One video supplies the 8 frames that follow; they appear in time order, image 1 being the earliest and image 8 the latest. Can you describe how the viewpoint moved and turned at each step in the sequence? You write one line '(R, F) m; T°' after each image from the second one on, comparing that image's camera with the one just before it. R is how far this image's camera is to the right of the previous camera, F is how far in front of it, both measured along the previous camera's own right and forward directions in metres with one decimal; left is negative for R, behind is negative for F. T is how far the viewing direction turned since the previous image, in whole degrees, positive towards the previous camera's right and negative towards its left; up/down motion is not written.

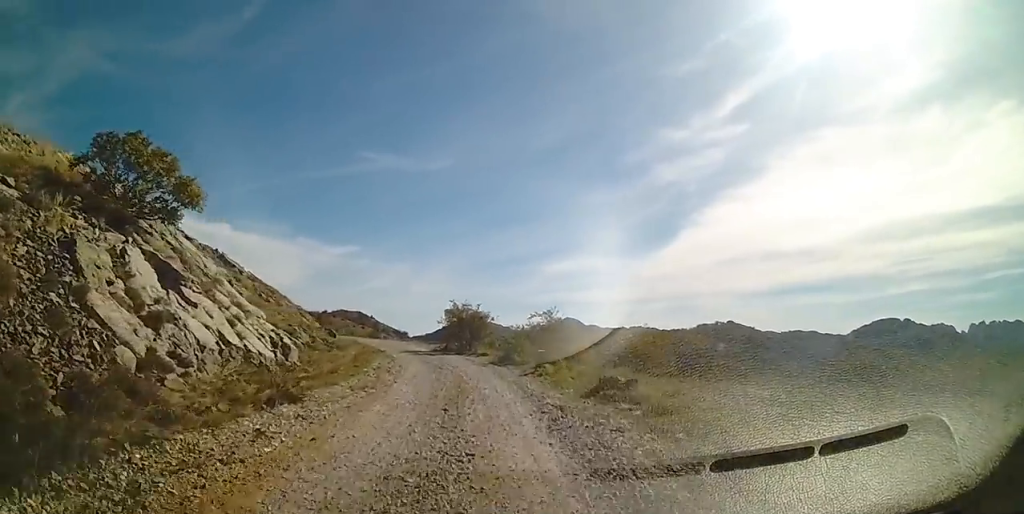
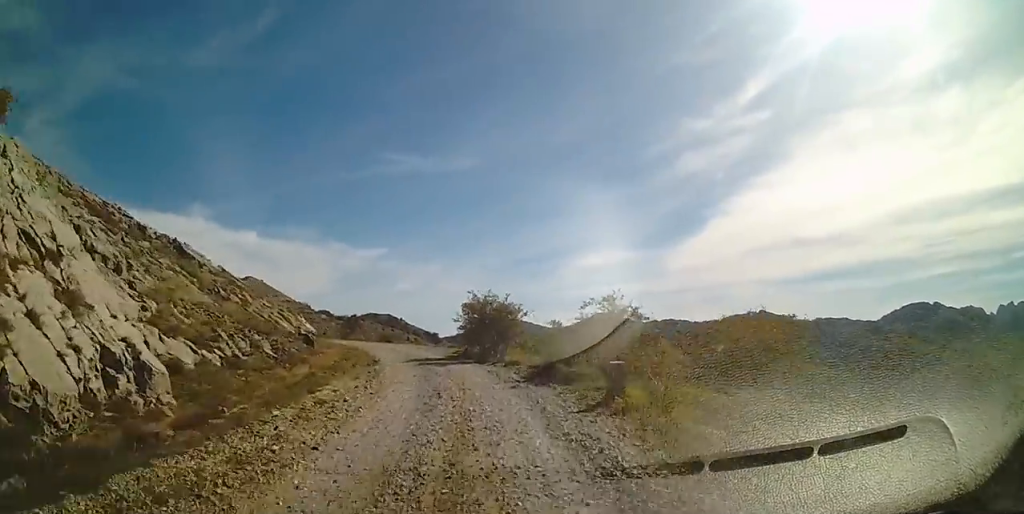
(-0.5, +7.3) m; -5°
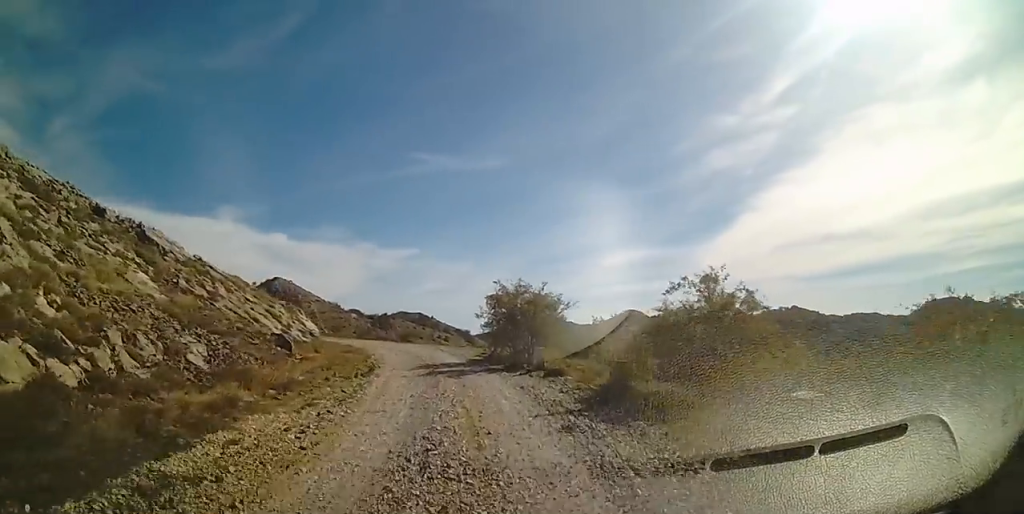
(+0.1, +5.2) m; -3°
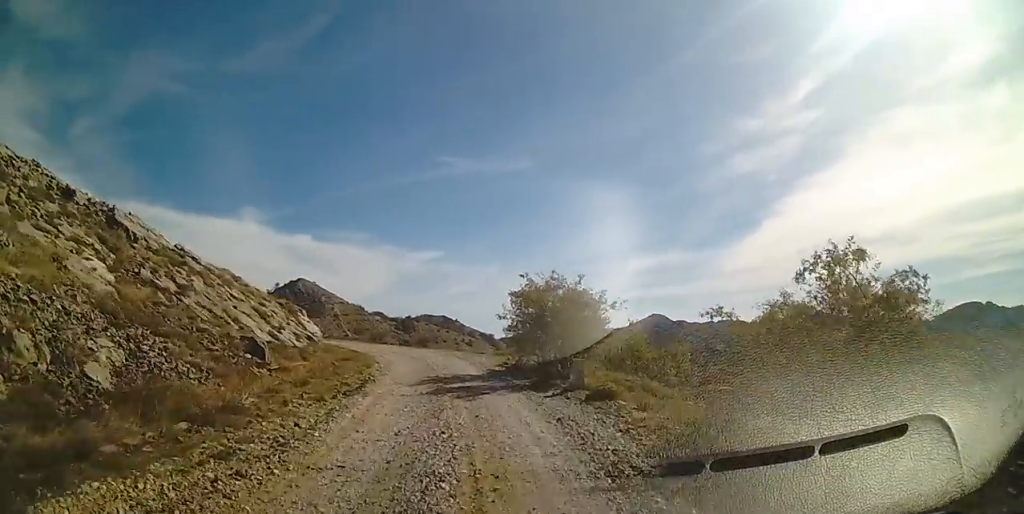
(-0.3, +3.4) m; -2°
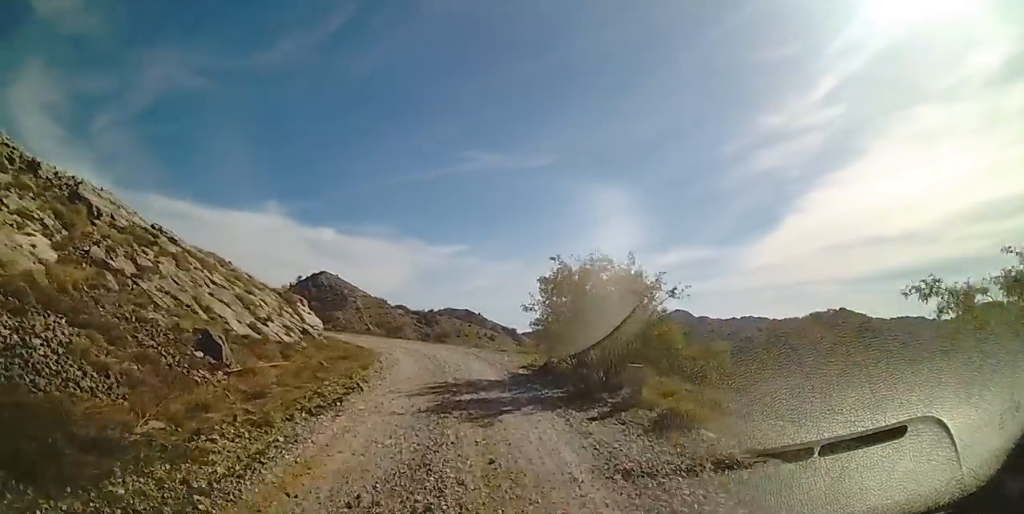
(-0.1, +3.1) m; -2°
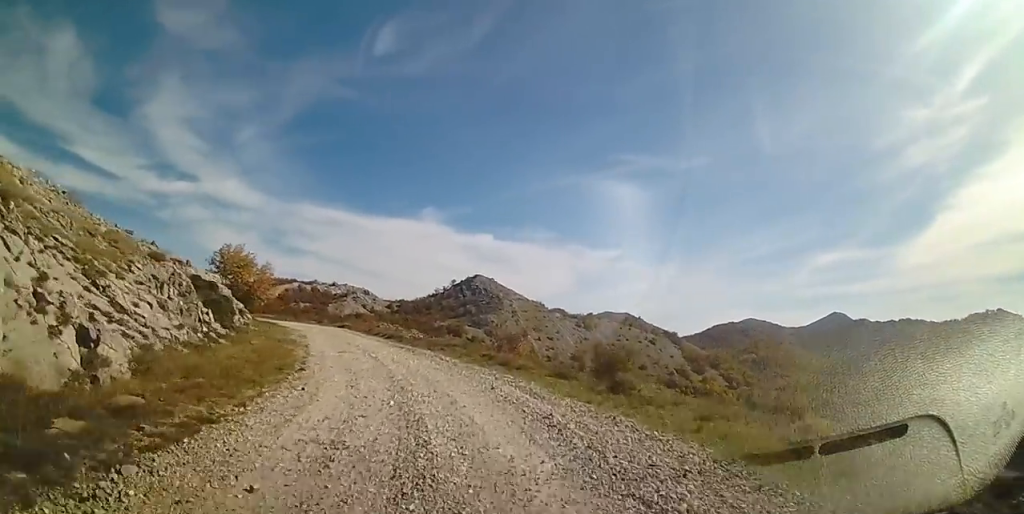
(-3.8, +22.0) m; -21°
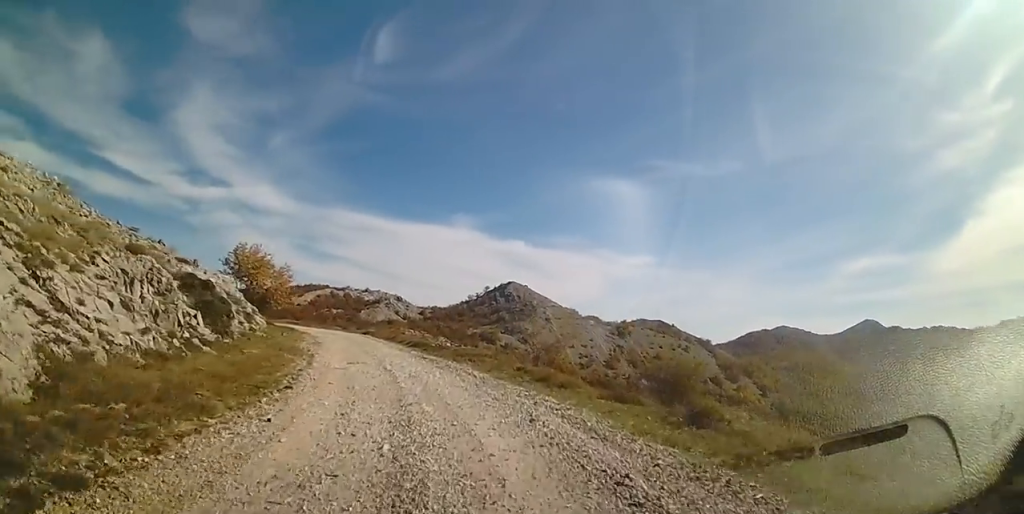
(+0.1, +2.6) m; -2°
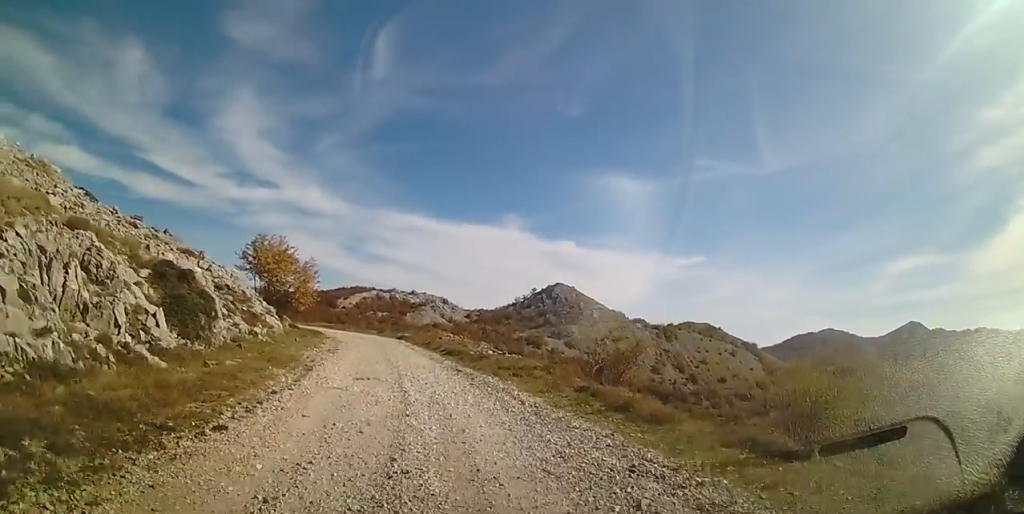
(-0.2, +3.9) m; -3°
